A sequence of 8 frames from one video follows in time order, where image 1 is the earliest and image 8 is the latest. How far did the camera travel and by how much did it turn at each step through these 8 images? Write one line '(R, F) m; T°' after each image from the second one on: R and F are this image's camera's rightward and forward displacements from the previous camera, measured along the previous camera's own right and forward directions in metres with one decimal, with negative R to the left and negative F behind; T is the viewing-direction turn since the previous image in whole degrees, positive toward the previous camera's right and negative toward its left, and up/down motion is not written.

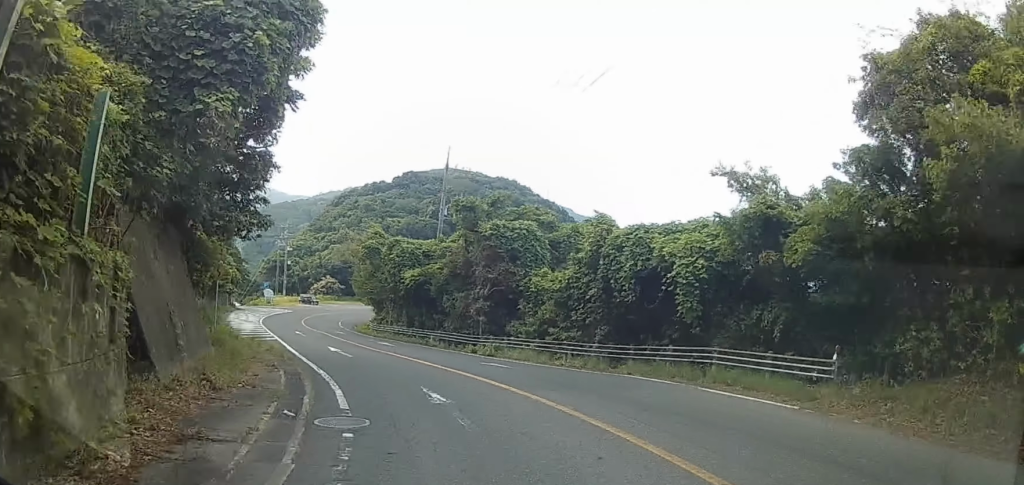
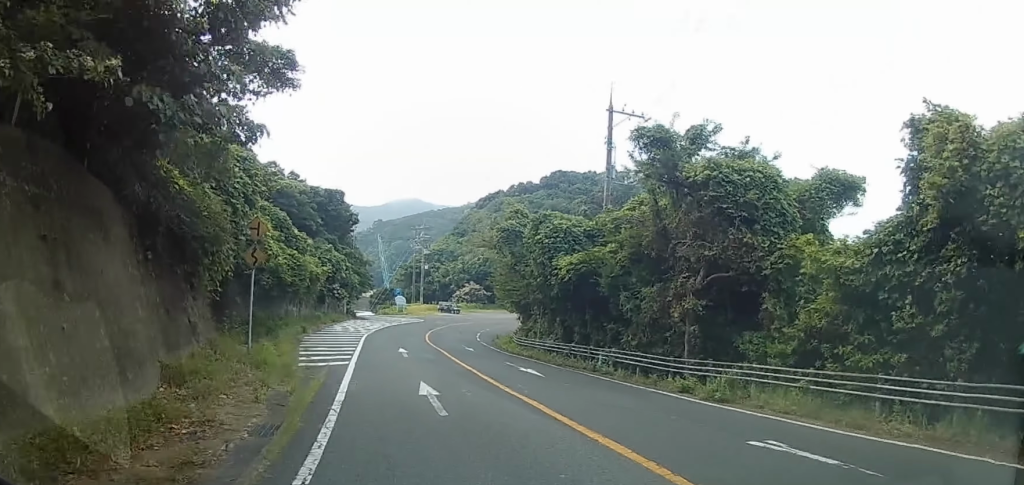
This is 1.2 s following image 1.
(-1.3, +11.4) m; -12°
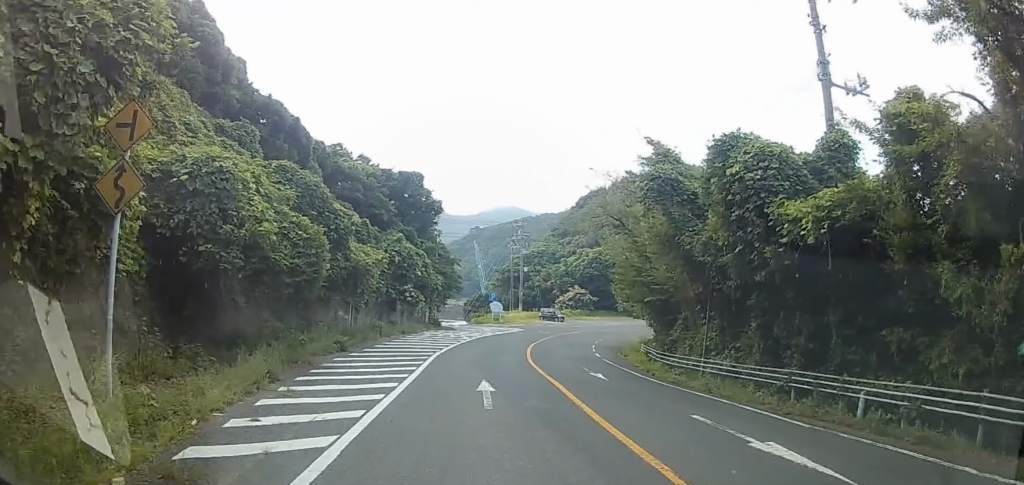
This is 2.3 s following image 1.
(-1.2, +10.8) m; -12°
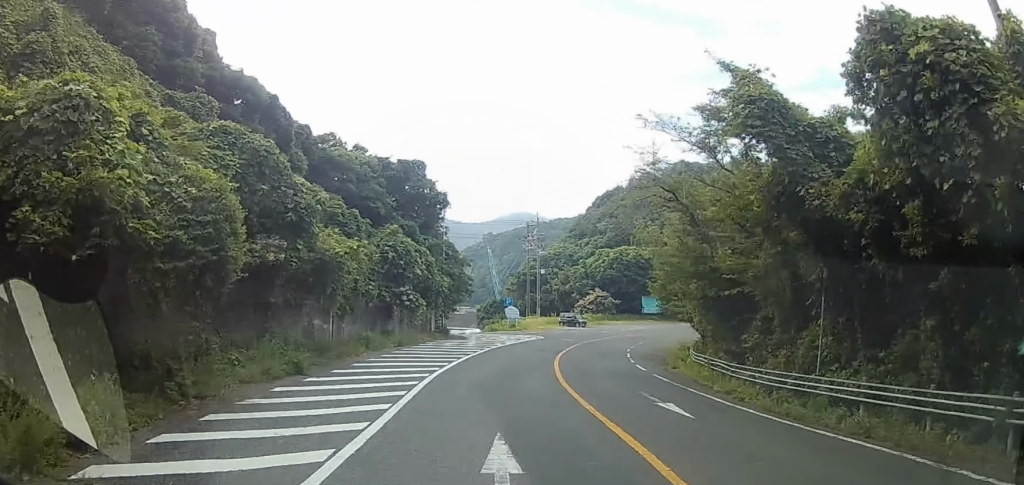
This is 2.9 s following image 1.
(-0.2, +6.0) m; -6°
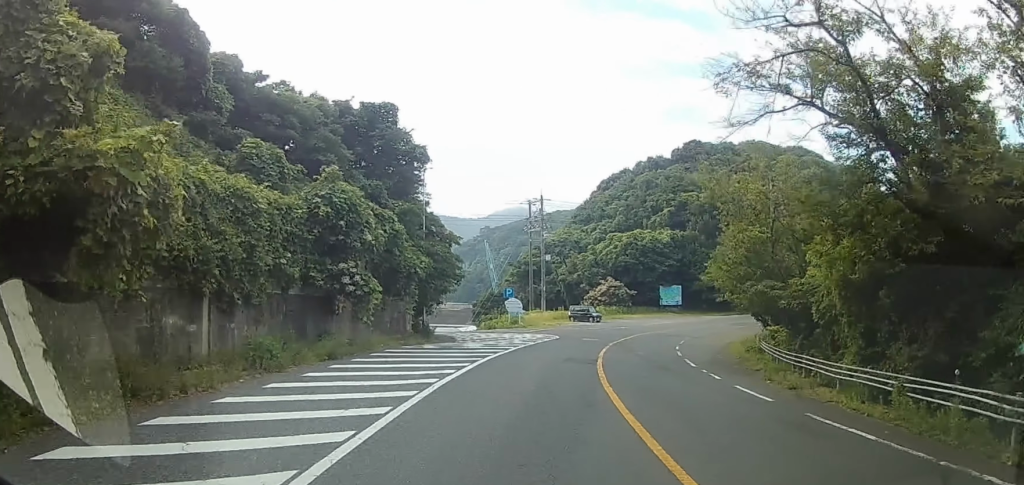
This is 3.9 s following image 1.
(-0.9, +11.4) m; -3°
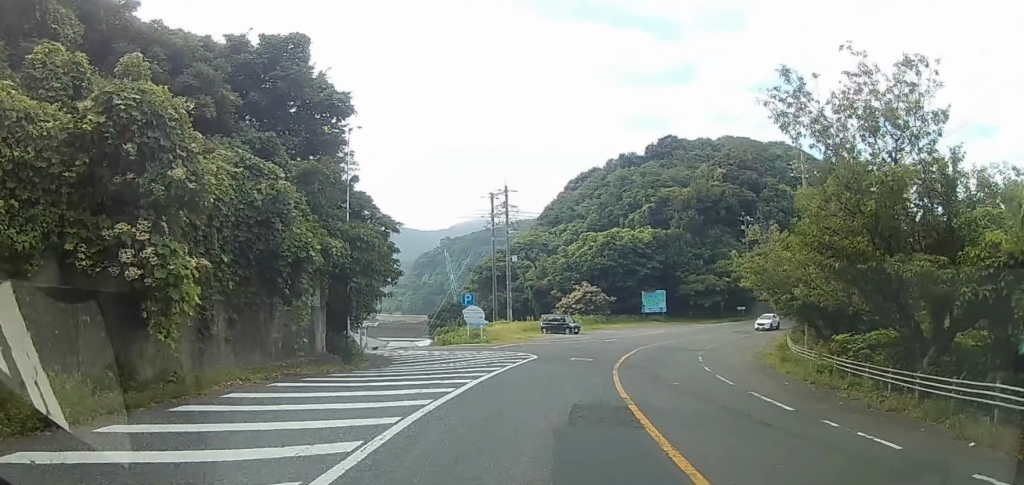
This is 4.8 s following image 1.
(+0.2, +9.7) m; +1°
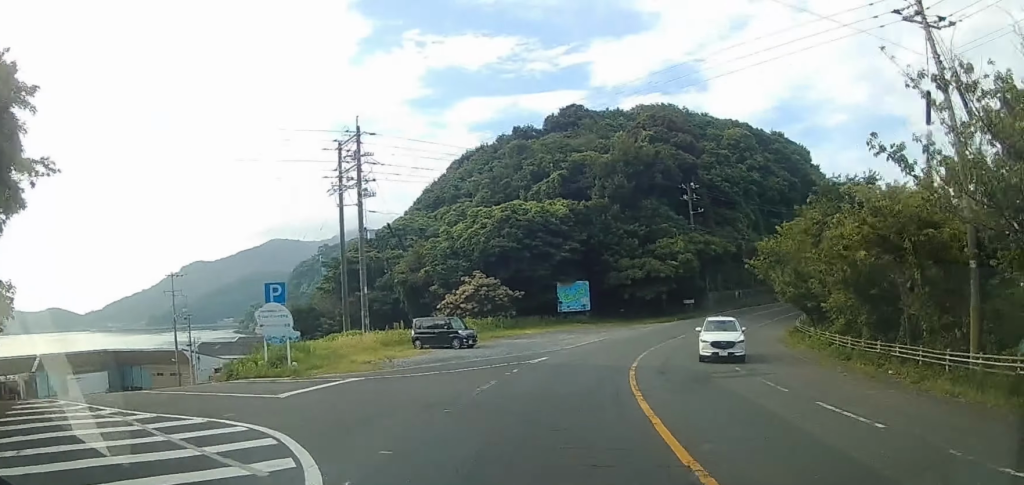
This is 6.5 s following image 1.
(+1.0, +20.1) m; +7°
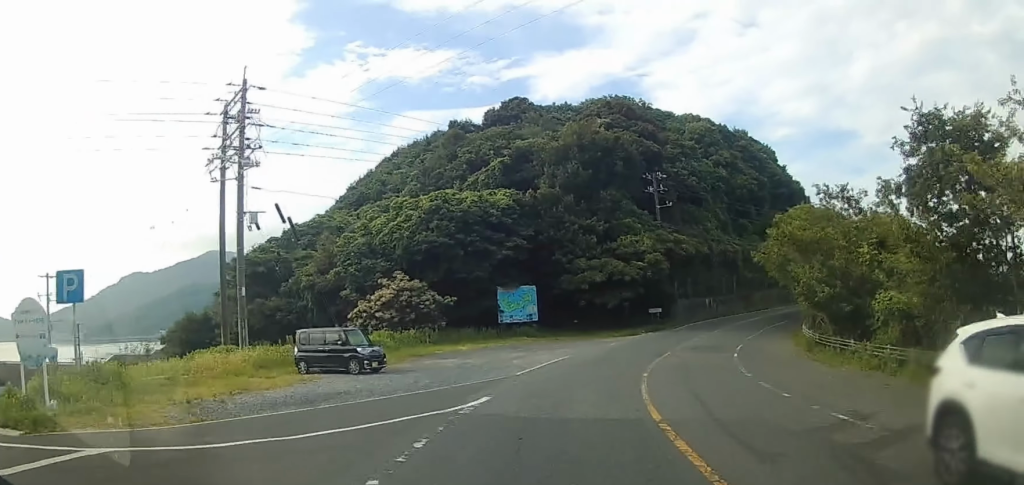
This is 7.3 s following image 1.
(+0.3, +9.4) m; +6°
